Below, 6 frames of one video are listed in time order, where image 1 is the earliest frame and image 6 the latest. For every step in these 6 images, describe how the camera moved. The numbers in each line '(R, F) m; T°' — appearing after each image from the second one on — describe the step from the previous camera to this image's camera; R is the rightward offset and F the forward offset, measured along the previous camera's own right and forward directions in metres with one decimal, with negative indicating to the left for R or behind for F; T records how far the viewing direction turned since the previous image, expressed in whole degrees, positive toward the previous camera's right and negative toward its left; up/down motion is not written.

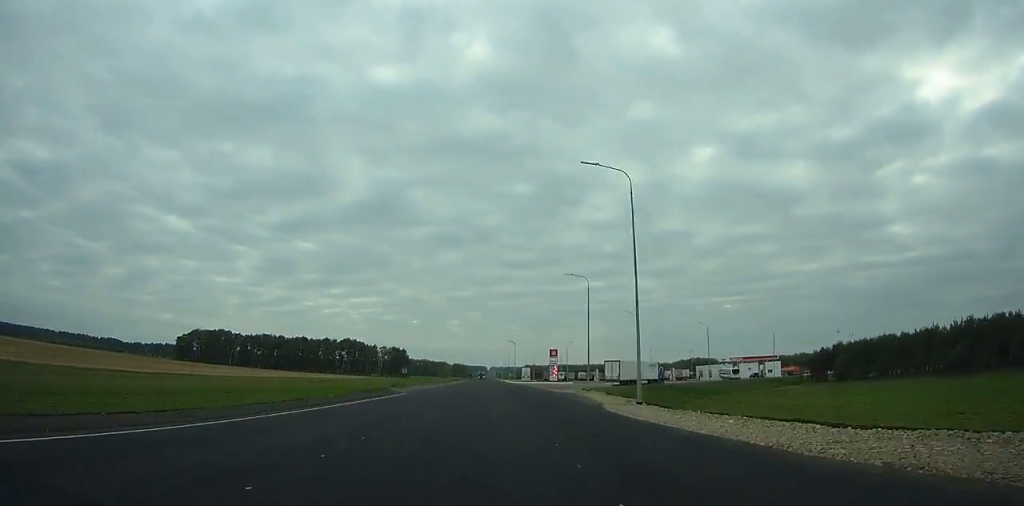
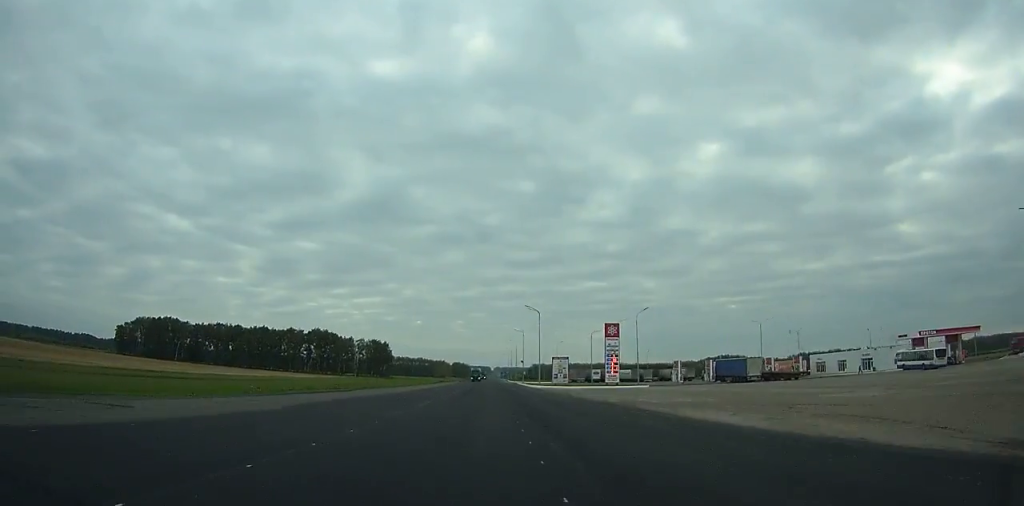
(+0.1, +77.0) m; 0°
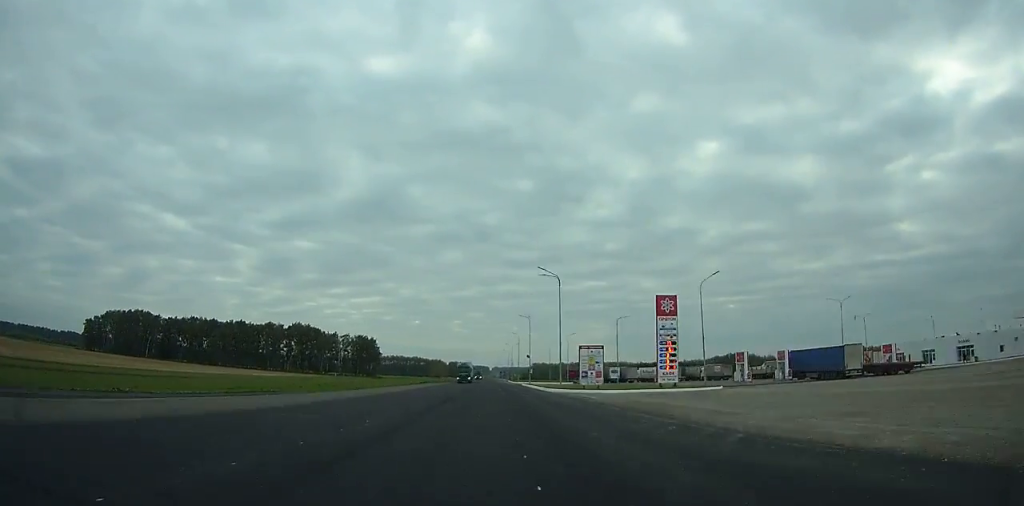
(0.0, +27.6) m; 0°
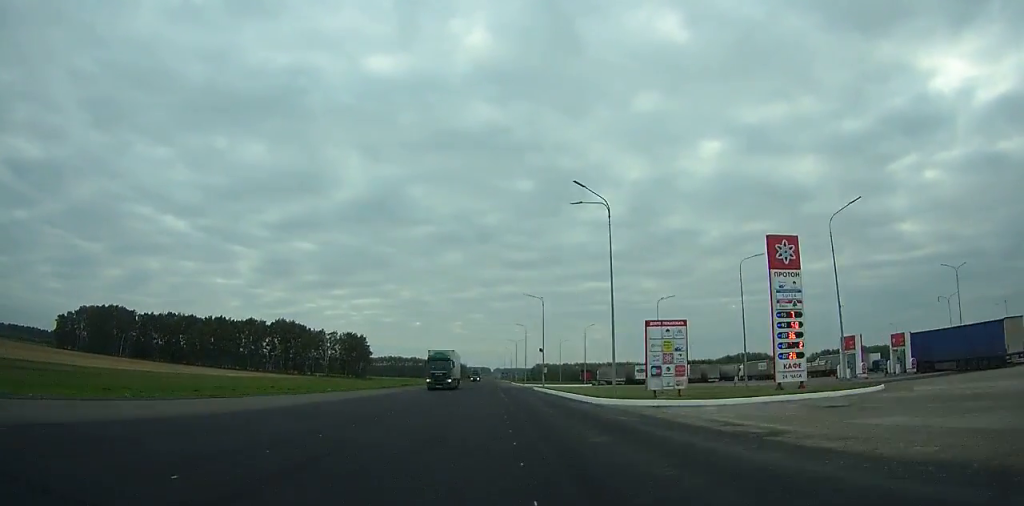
(-0.1, +25.4) m; 0°
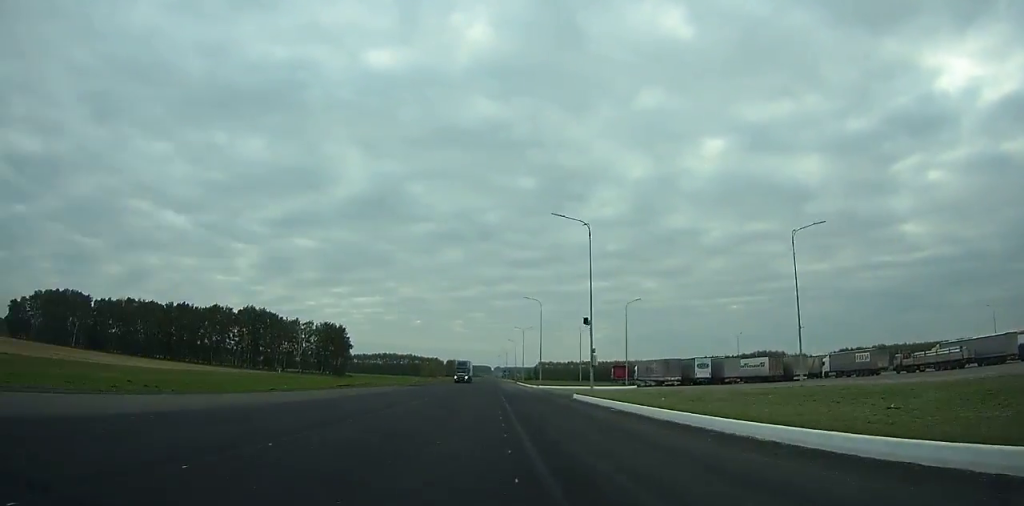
(0.0, +35.2) m; 0°
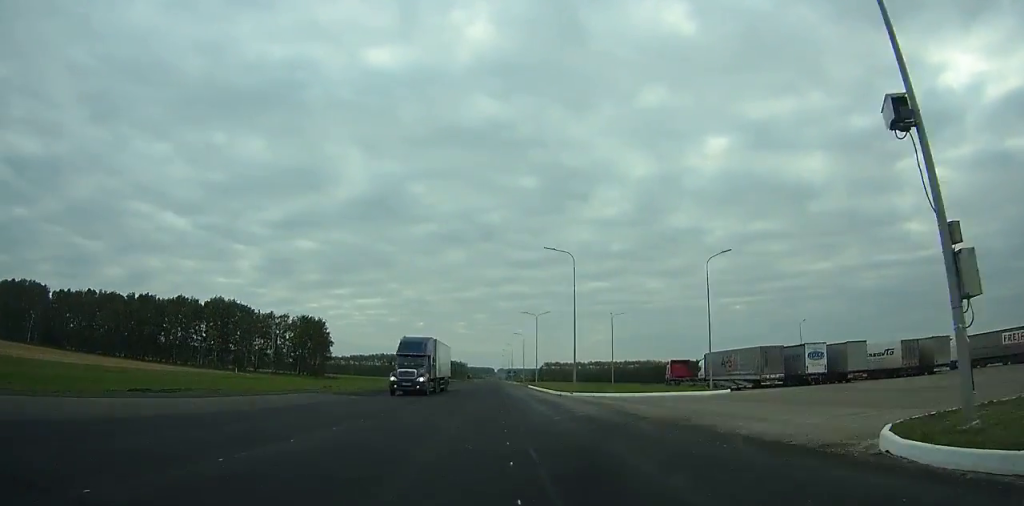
(+0.1, +30.9) m; 0°
